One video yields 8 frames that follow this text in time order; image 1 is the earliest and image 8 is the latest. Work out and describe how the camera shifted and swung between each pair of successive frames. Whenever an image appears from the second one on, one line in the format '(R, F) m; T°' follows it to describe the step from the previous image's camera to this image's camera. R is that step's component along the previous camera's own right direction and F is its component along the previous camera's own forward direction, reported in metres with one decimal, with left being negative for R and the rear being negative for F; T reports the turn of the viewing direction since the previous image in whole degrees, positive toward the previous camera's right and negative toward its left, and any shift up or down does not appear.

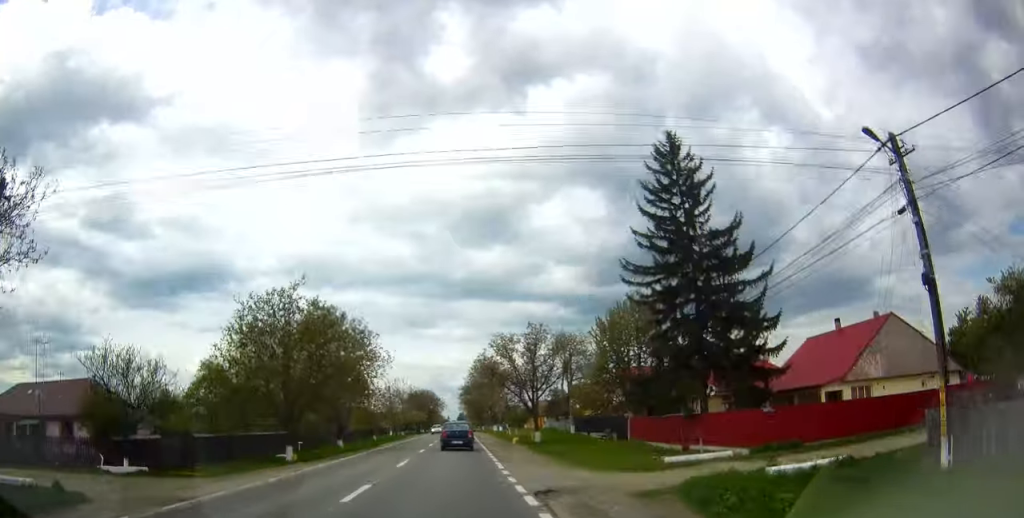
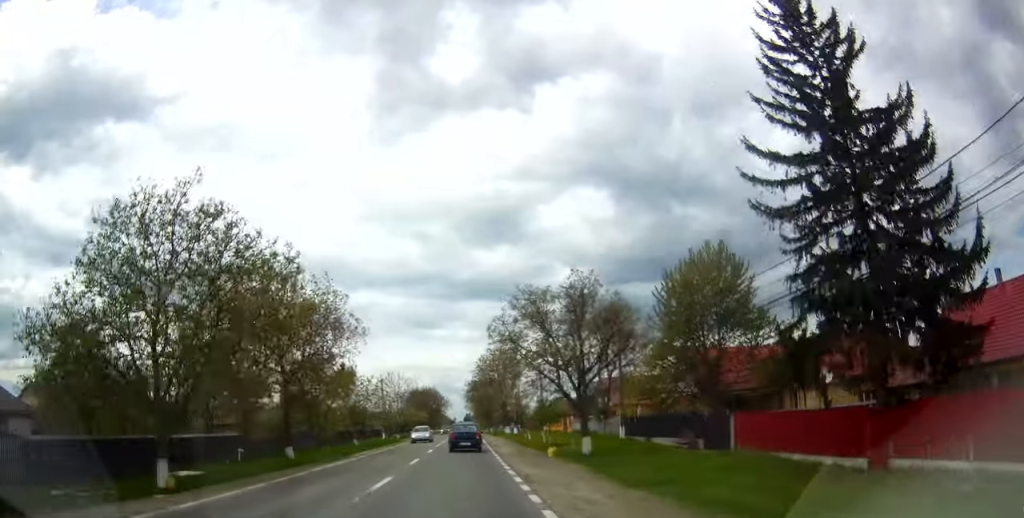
(+0.2, +15.5) m; +1°
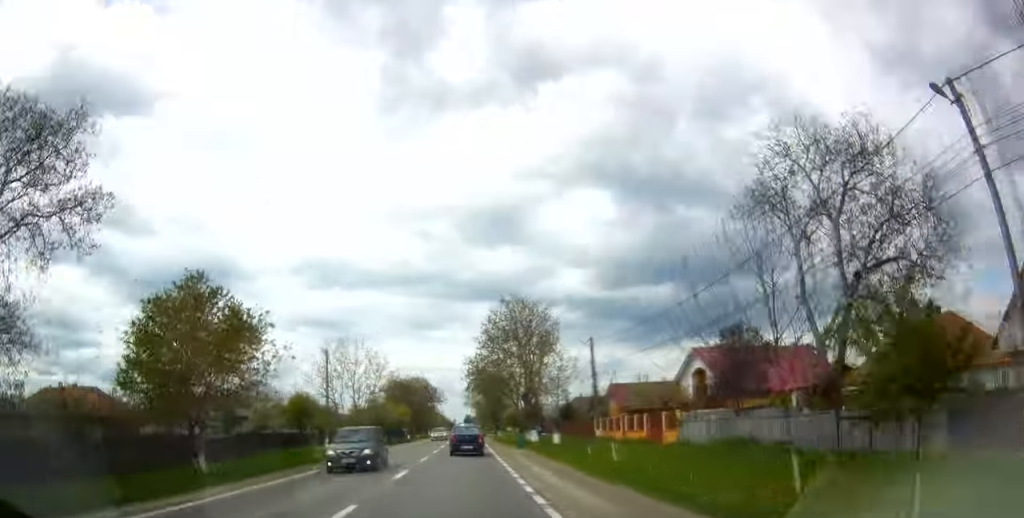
(-0.1, +31.3) m; -1°
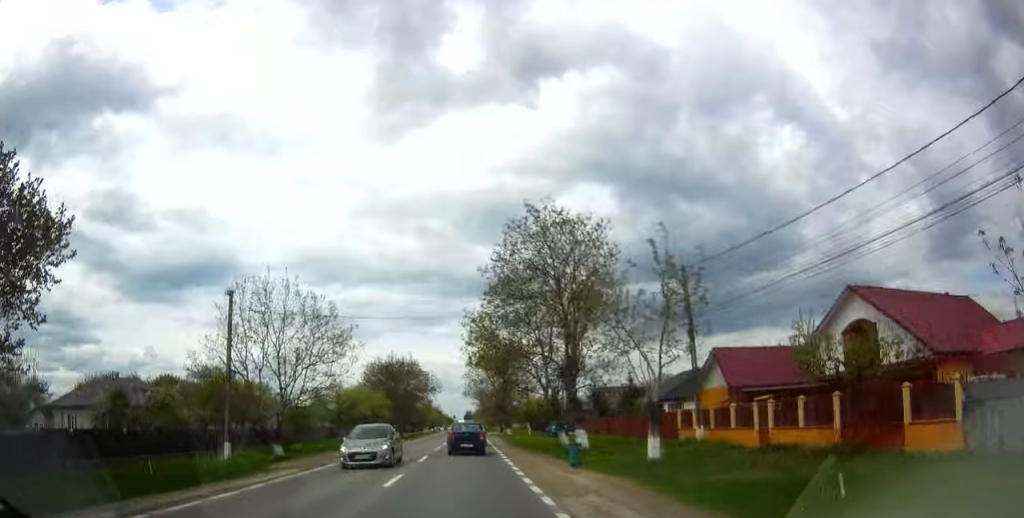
(0.0, +19.5) m; 0°
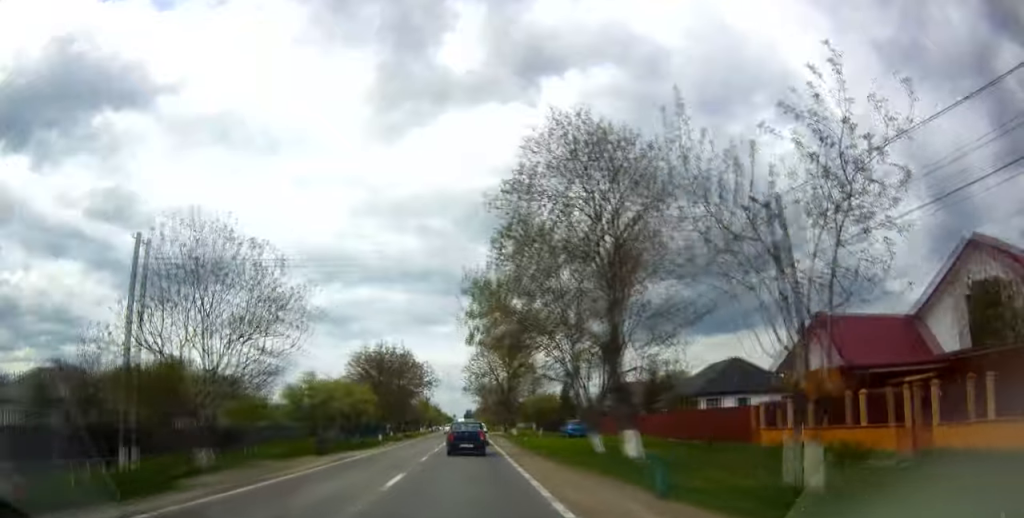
(+0.1, +8.5) m; -1°
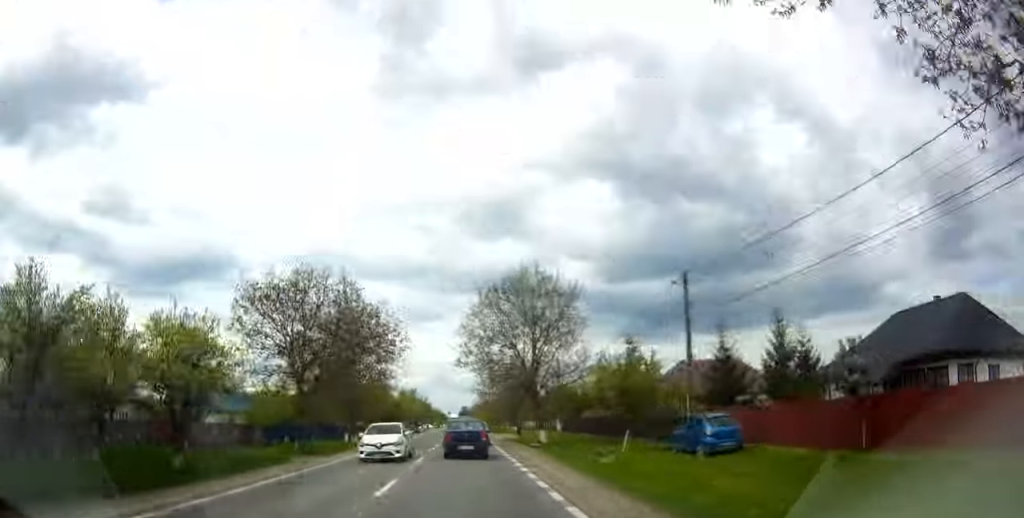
(-0.1, +28.5) m; +1°
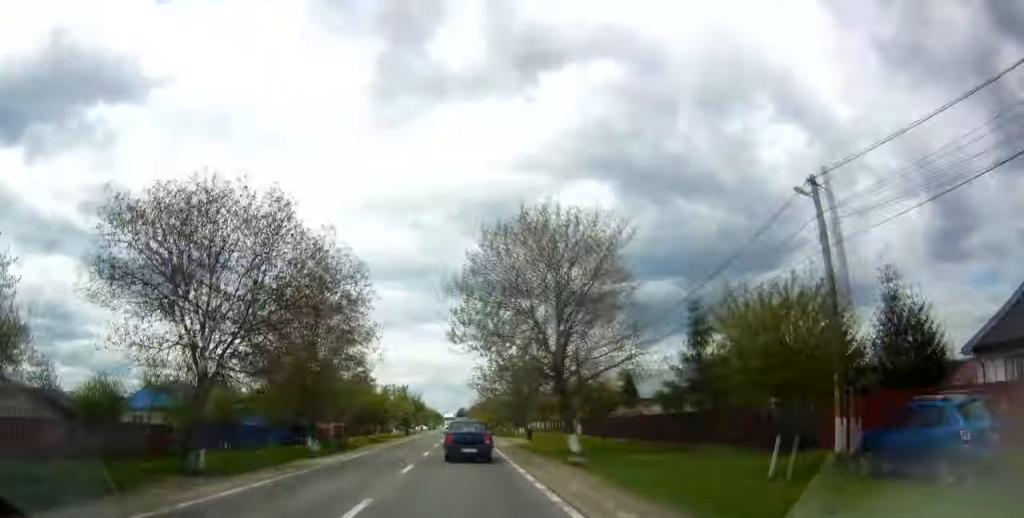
(+0.2, +12.7) m; 0°
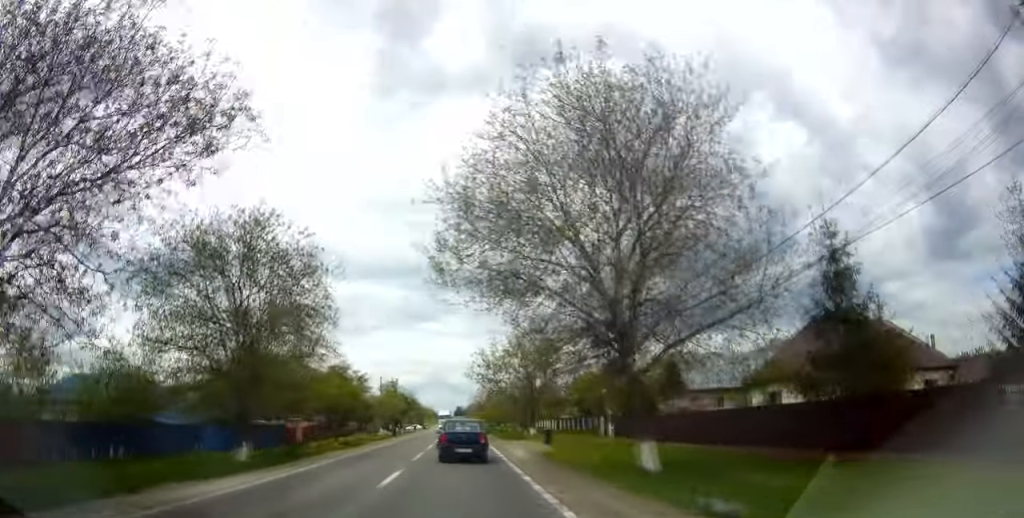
(-0.2, +12.6) m; 0°
